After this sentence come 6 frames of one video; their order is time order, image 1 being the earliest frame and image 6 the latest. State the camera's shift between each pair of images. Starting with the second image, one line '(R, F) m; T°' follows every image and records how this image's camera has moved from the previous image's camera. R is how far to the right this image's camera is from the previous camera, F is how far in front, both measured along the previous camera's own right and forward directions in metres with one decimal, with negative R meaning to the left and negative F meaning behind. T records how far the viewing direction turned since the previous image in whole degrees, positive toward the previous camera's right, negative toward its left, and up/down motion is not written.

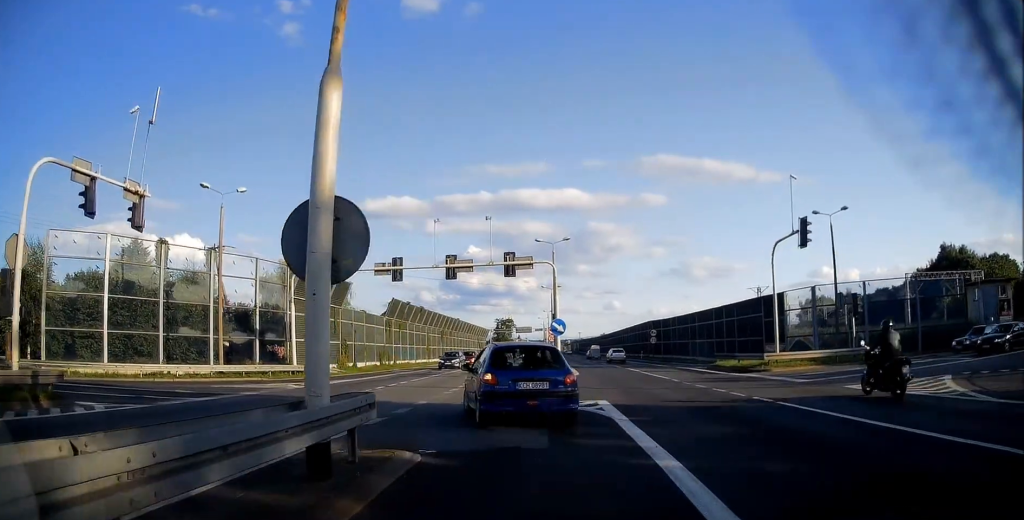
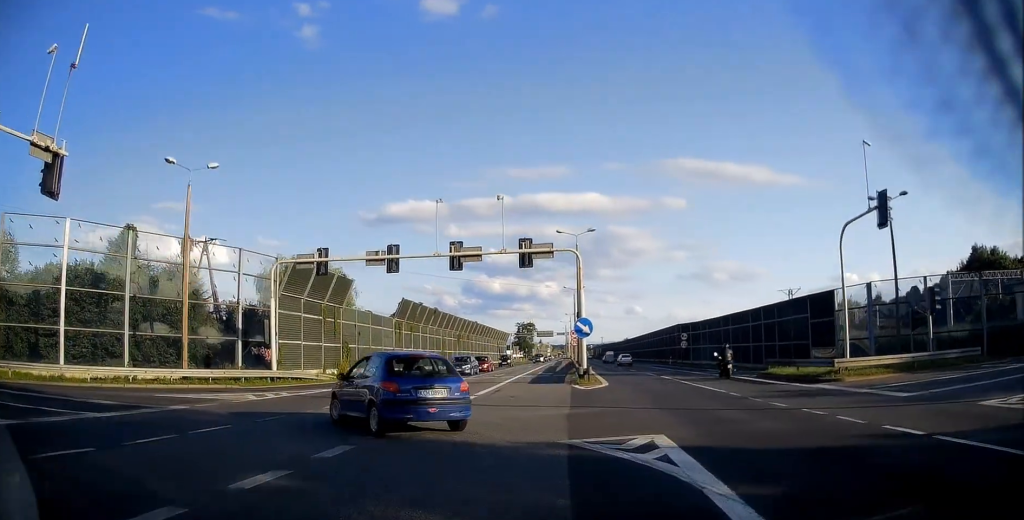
(-0.1, +5.4) m; -5°
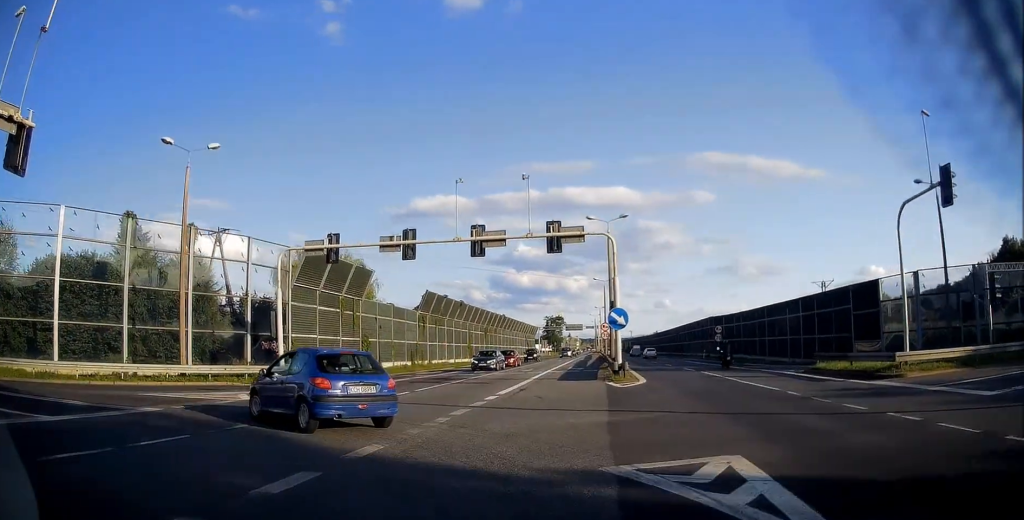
(-0.1, +2.4) m; -5°
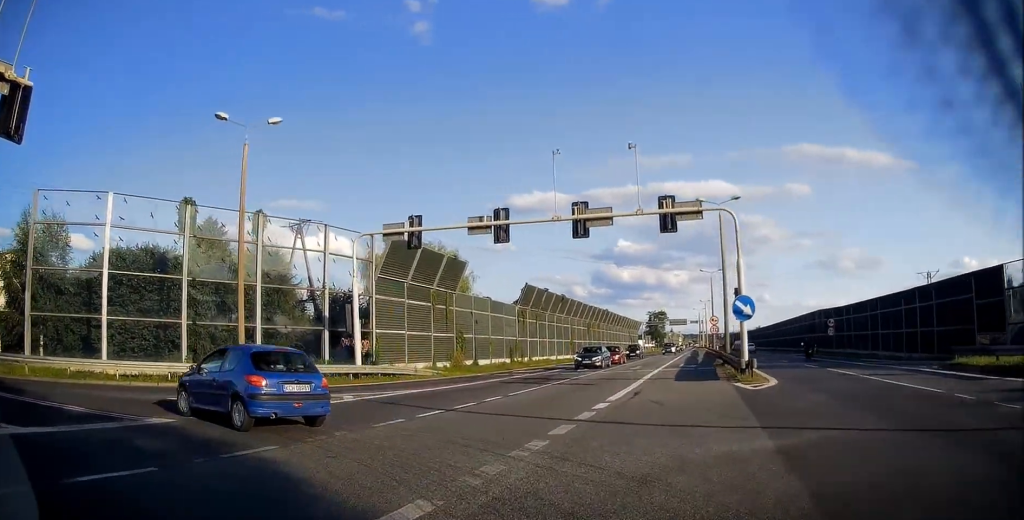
(-0.1, +3.3) m; -9°
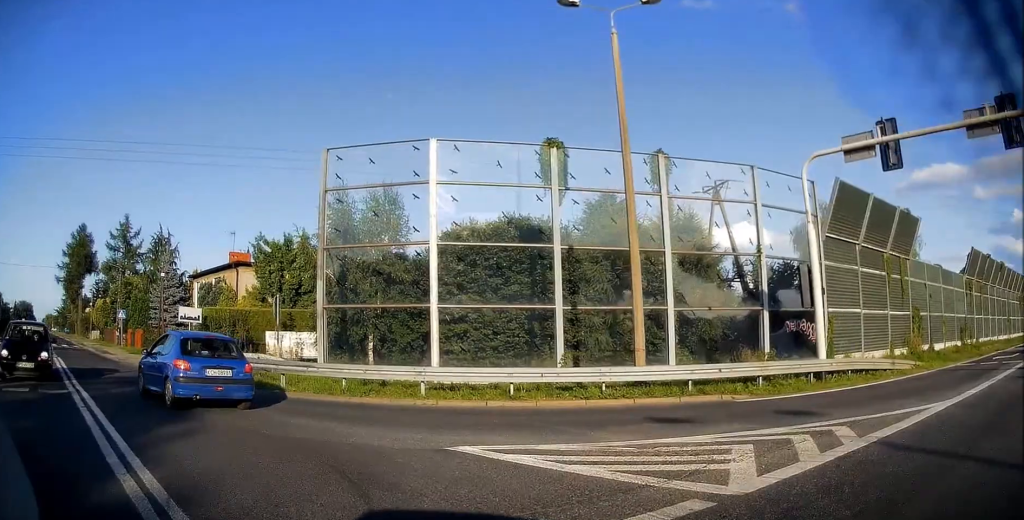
(-2.6, +8.6) m; -37°
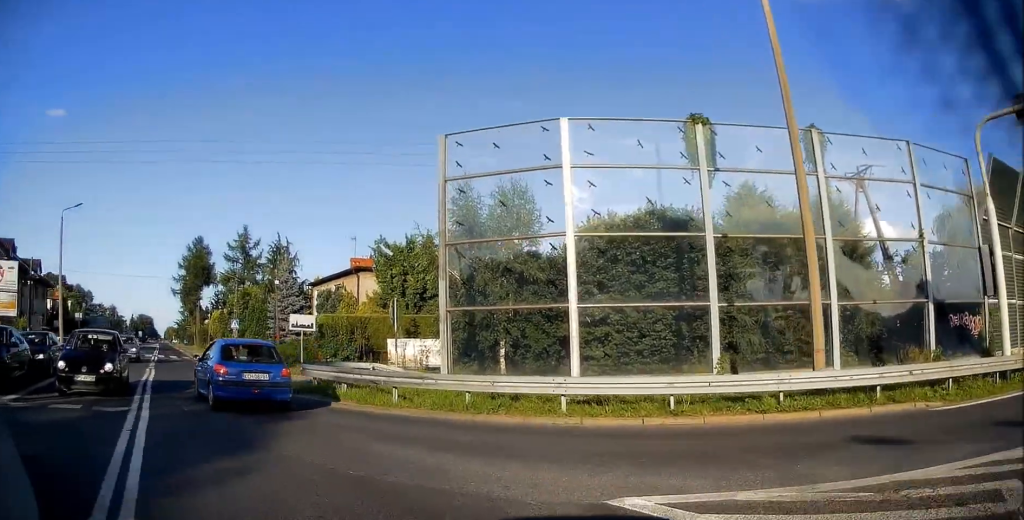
(0.0, +2.5) m; -12°
